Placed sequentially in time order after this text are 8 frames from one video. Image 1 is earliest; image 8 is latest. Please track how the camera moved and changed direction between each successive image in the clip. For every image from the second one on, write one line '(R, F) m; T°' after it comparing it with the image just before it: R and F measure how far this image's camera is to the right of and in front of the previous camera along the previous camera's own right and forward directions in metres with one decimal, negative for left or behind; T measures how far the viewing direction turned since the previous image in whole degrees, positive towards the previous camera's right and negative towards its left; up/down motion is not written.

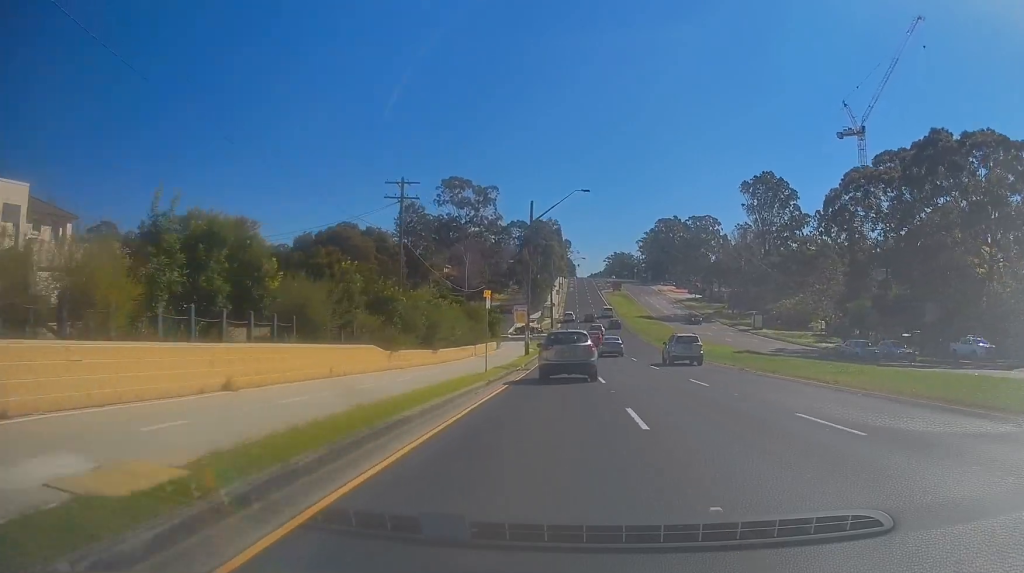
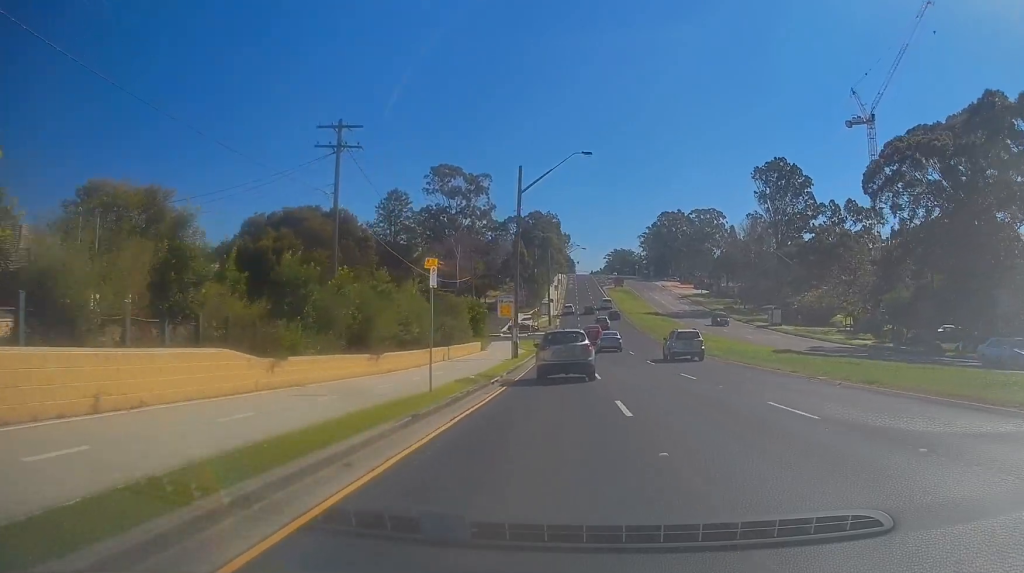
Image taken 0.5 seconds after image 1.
(-0.2, +10.5) m; 0°
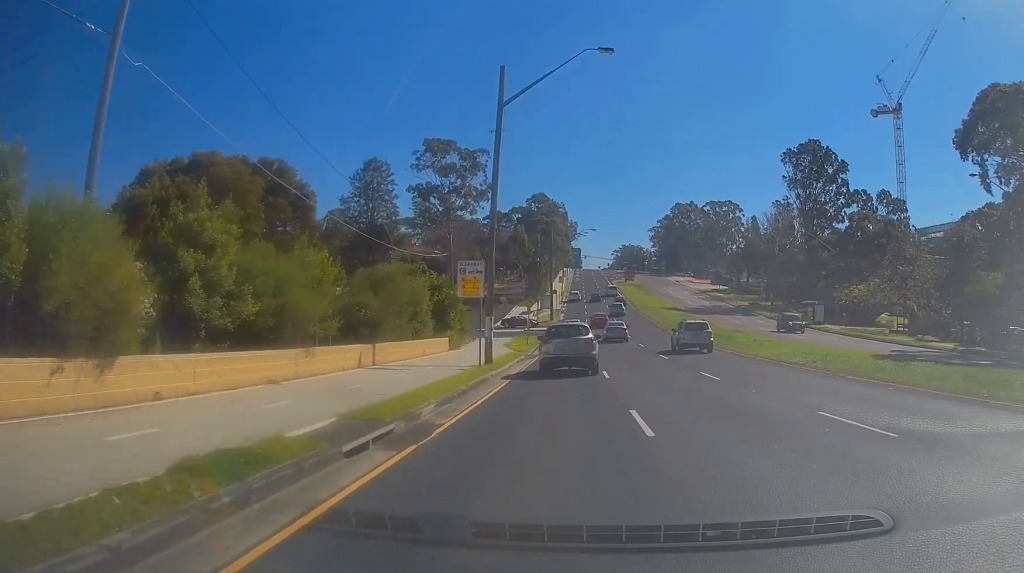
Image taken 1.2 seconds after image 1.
(0.0, +14.9) m; +1°
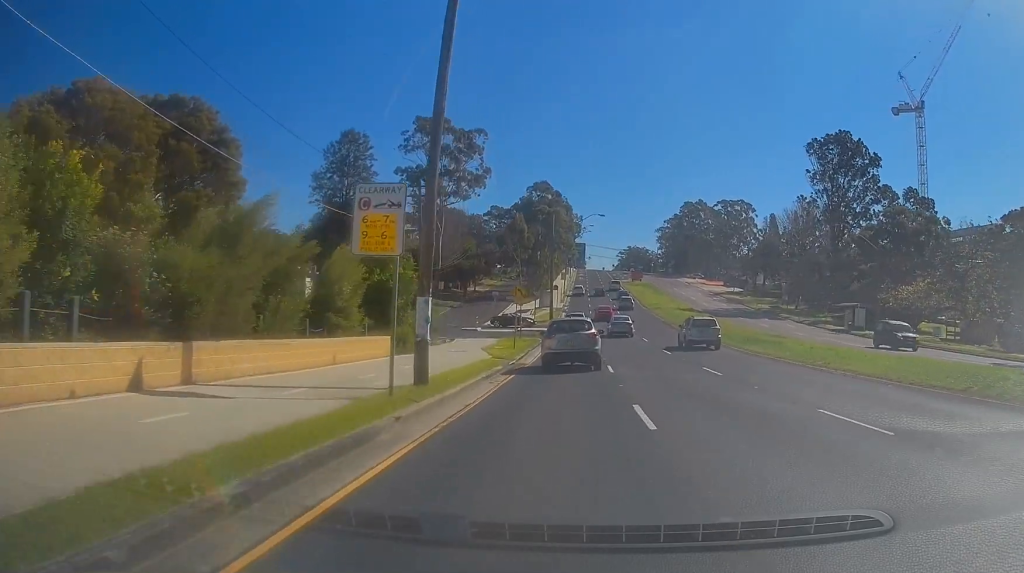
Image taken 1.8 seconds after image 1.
(+0.3, +11.1) m; +1°
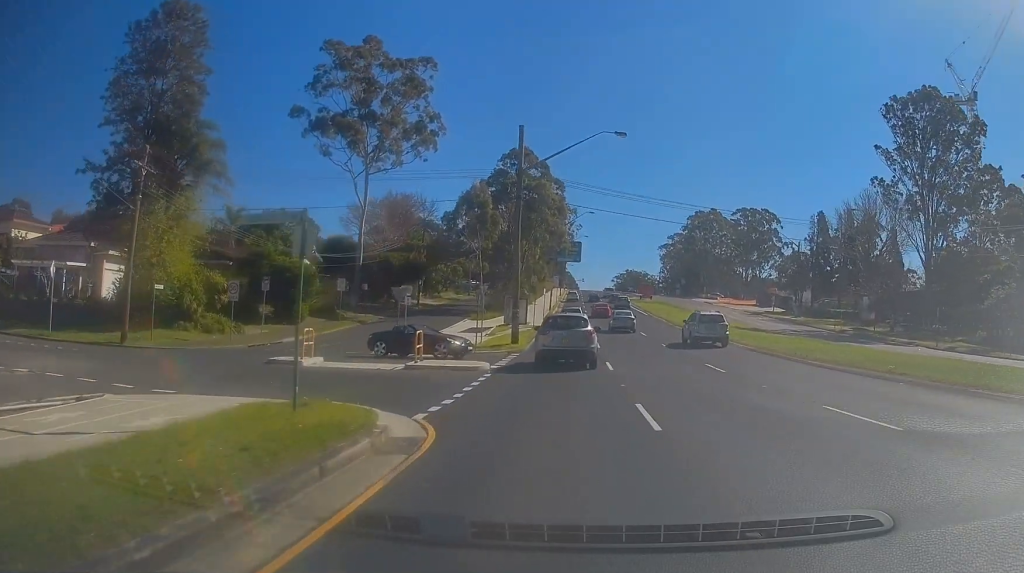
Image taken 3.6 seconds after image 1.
(0.0, +35.9) m; 0°
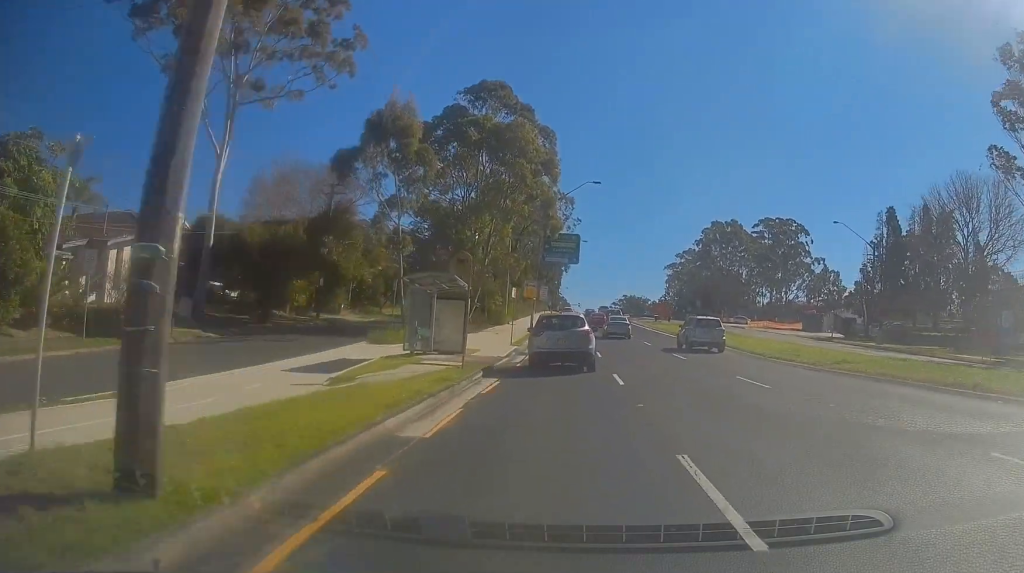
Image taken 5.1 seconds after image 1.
(-0.2, +28.5) m; 0°
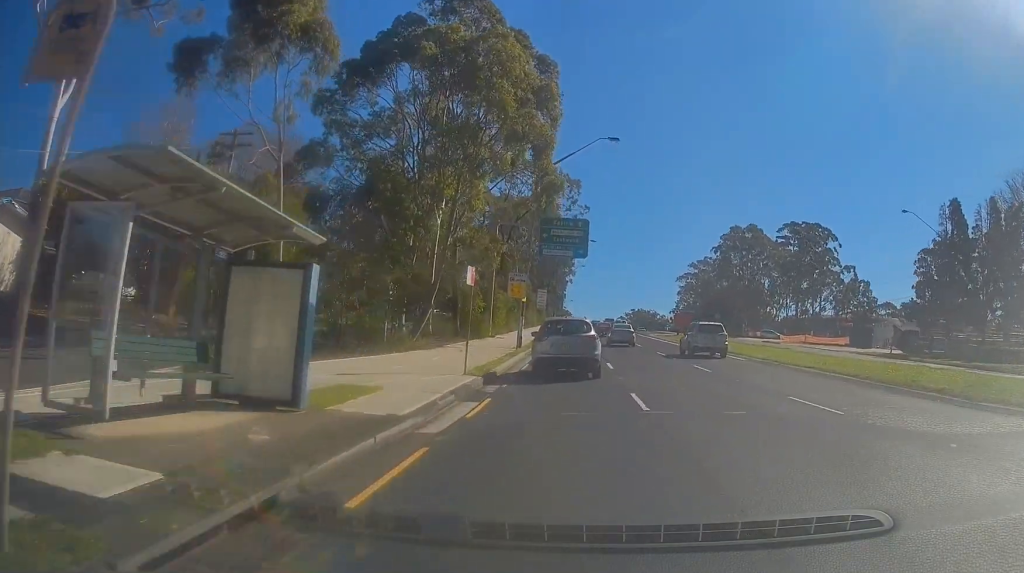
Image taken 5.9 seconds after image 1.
(+0.2, +15.6) m; +1°
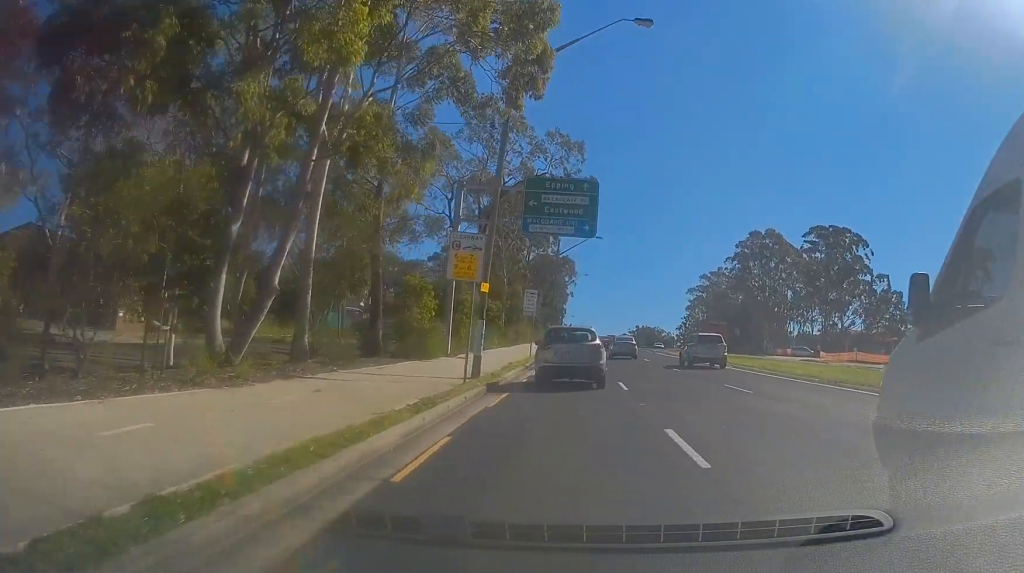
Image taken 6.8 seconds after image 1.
(0.0, +16.2) m; 0°
